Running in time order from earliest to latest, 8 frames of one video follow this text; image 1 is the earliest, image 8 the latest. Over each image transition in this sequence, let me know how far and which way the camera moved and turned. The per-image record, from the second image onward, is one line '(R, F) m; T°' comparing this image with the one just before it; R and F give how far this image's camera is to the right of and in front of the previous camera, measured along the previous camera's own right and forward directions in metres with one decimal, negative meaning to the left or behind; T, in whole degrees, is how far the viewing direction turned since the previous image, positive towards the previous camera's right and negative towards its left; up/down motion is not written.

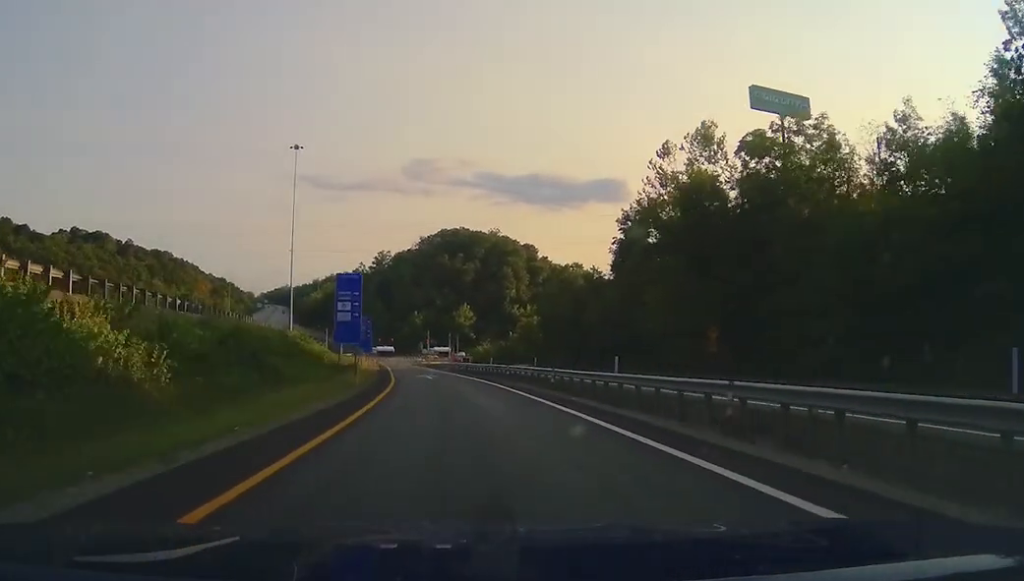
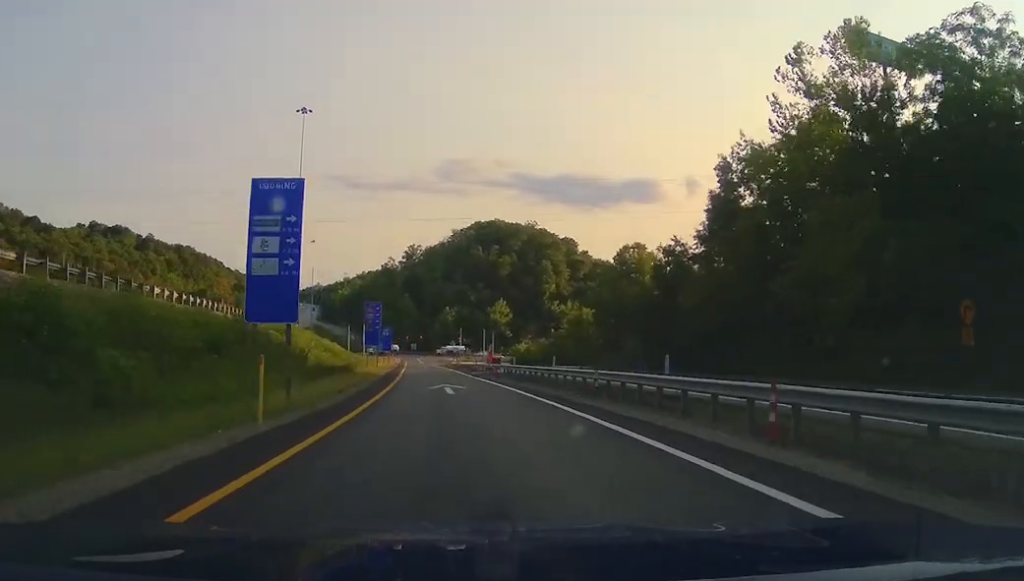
(-0.9, +21.5) m; -4°
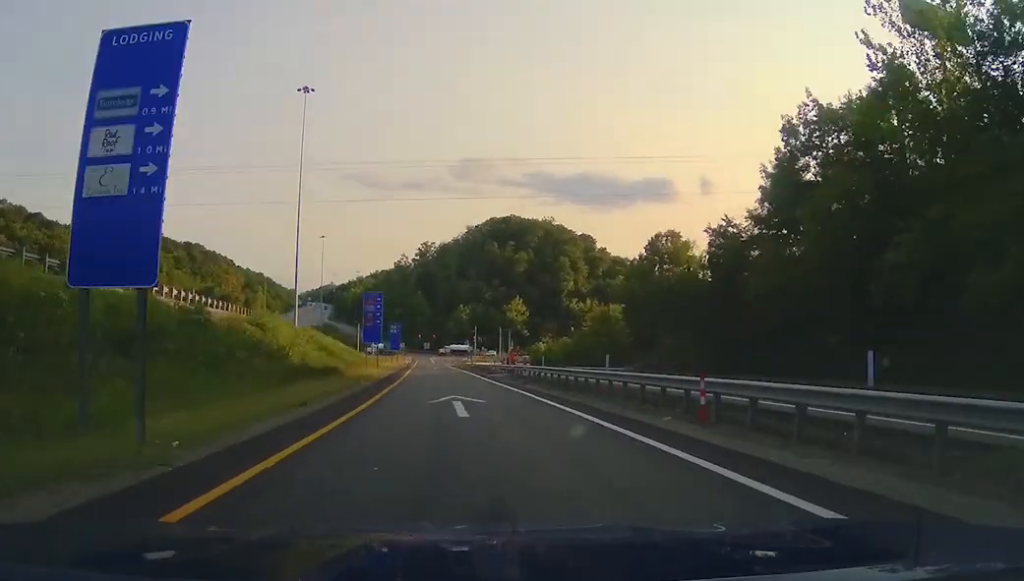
(-0.4, +9.8) m; -1°
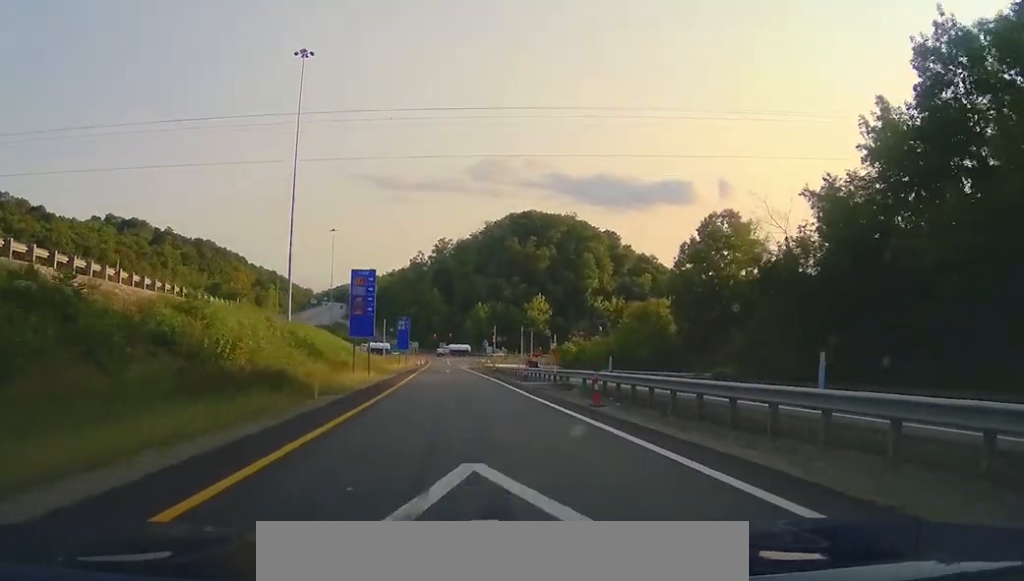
(-0.3, +14.6) m; -1°
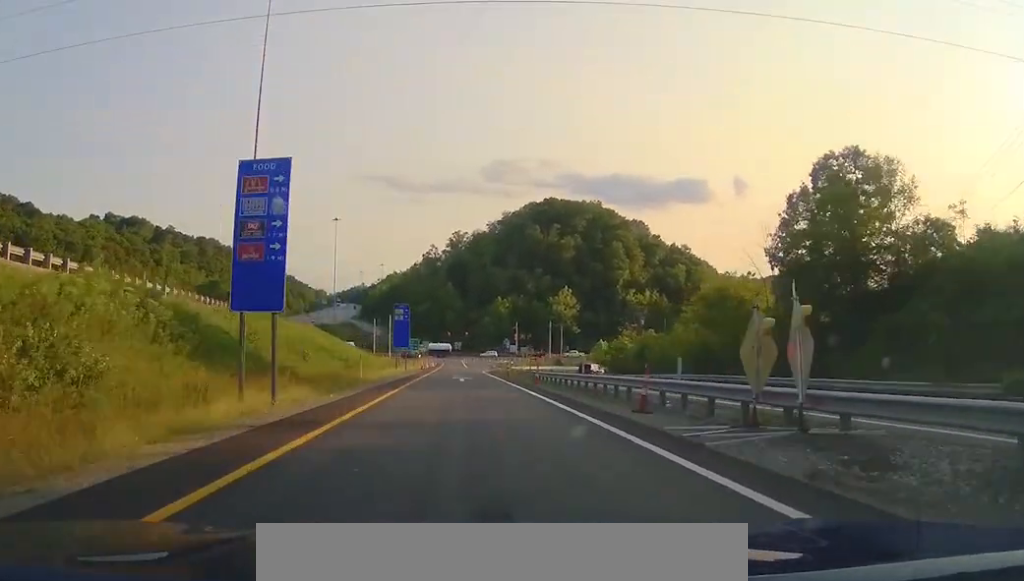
(0.0, +23.9) m; 0°
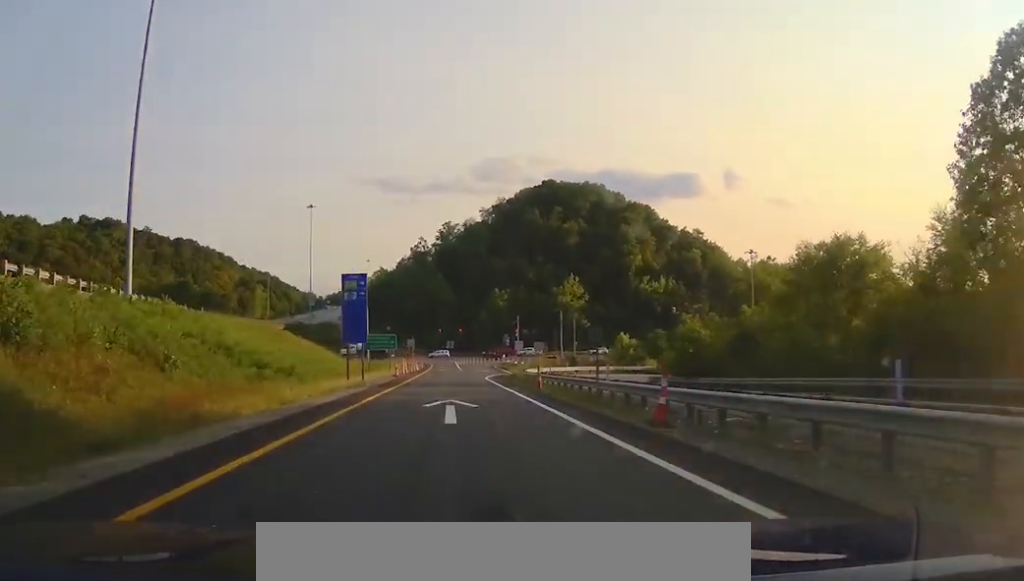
(0.0, +24.7) m; -1°
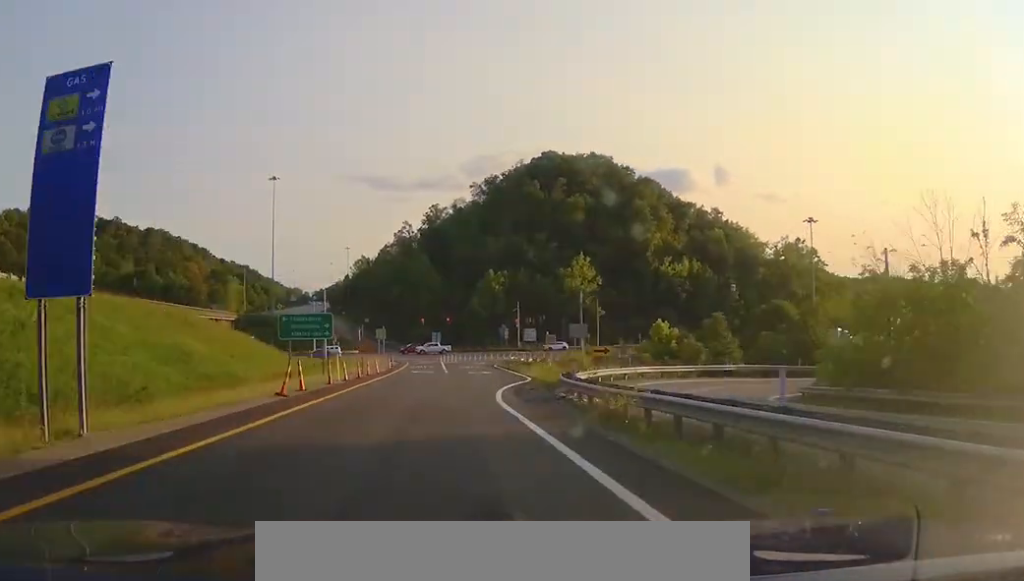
(-0.5, +29.9) m; -1°
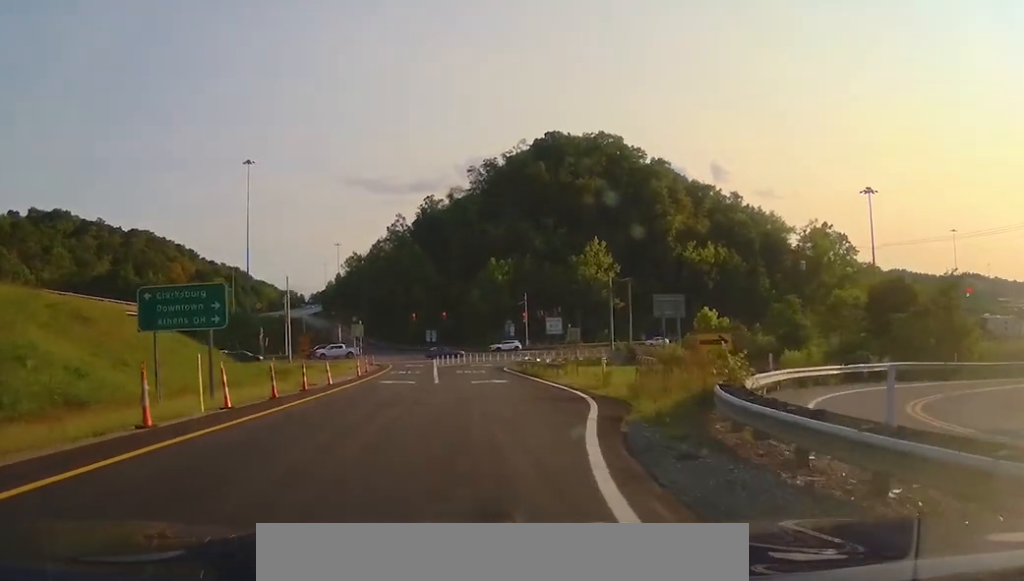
(+0.1, +18.8) m; +2°
